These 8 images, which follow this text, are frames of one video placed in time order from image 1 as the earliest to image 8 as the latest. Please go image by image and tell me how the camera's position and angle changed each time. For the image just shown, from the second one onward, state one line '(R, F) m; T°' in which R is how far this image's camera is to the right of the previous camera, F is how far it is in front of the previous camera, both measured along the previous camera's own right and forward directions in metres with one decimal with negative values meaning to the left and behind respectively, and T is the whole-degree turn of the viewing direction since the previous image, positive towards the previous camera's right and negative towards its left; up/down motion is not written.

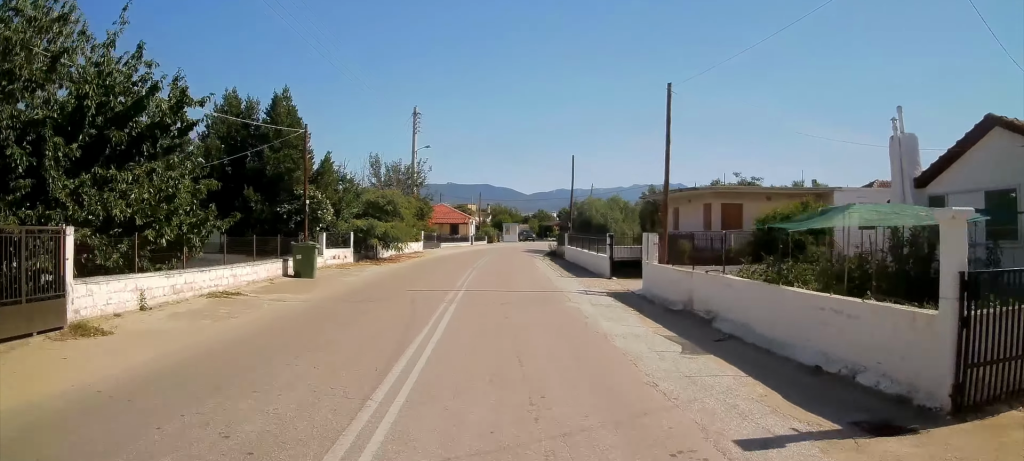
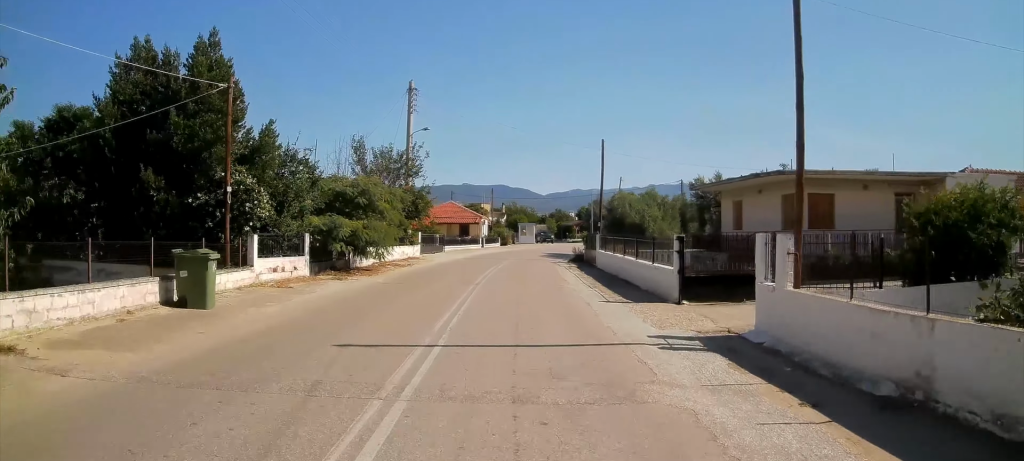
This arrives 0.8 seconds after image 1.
(+0.4, +7.8) m; +2°
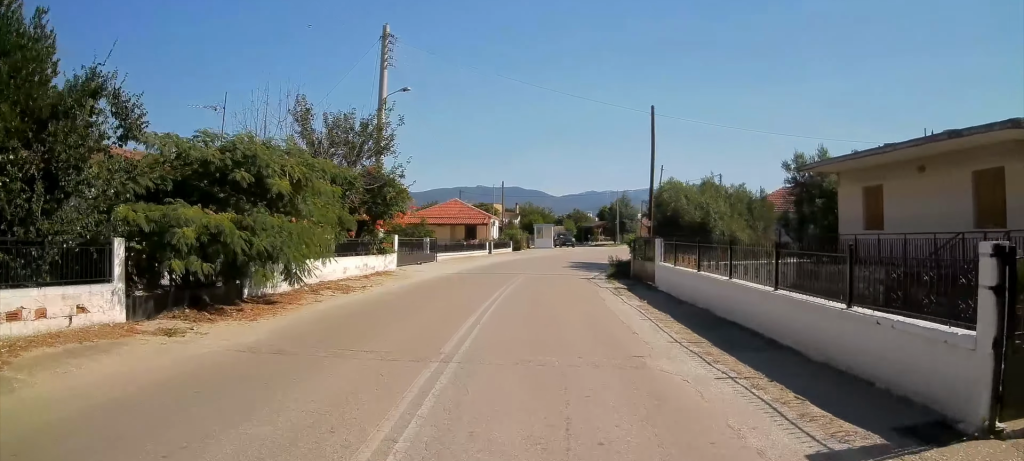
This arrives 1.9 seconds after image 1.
(-0.2, +10.5) m; -3°
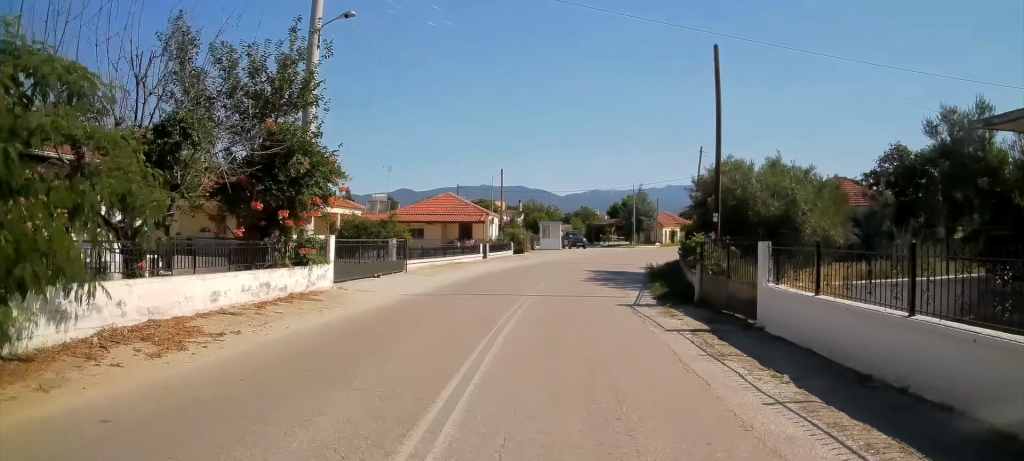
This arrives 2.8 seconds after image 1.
(-0.3, +8.9) m; 0°
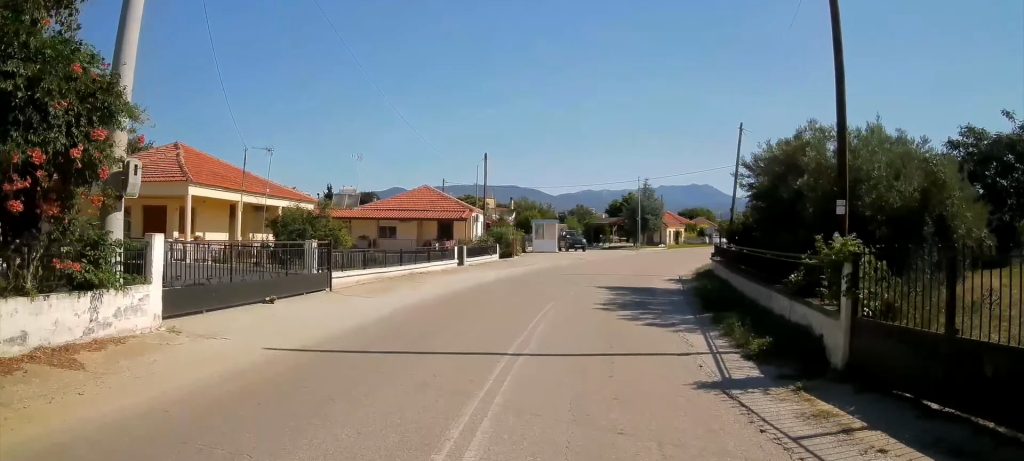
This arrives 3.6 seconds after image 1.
(+0.2, +7.7) m; +1°
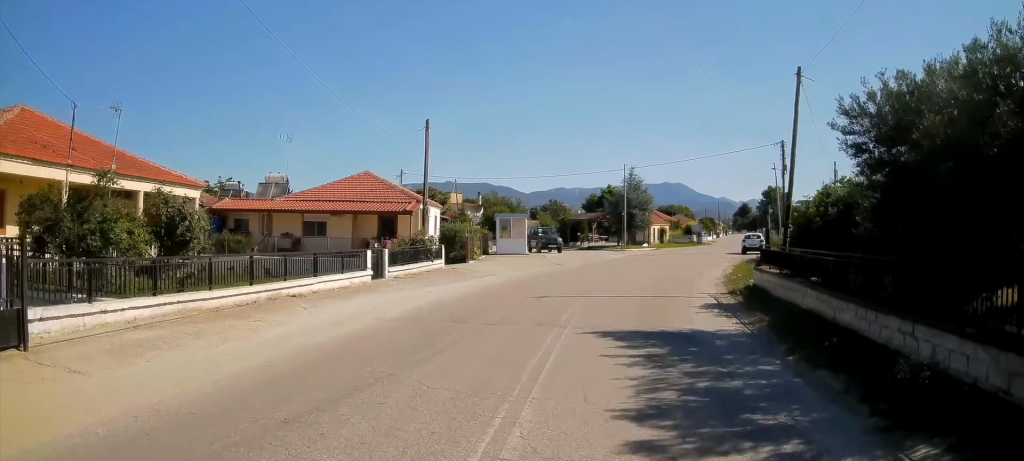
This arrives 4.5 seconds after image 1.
(+0.1, +9.0) m; +1°
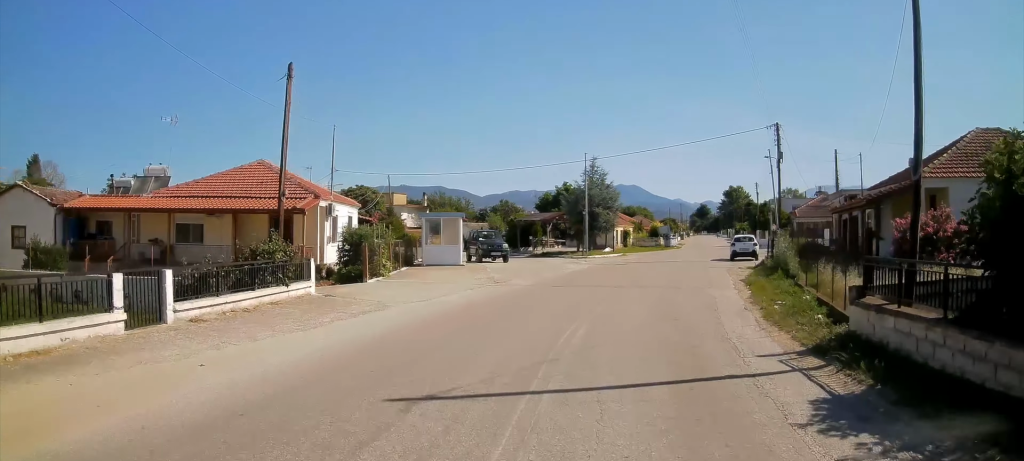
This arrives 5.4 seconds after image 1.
(0.0, +8.6) m; +1°
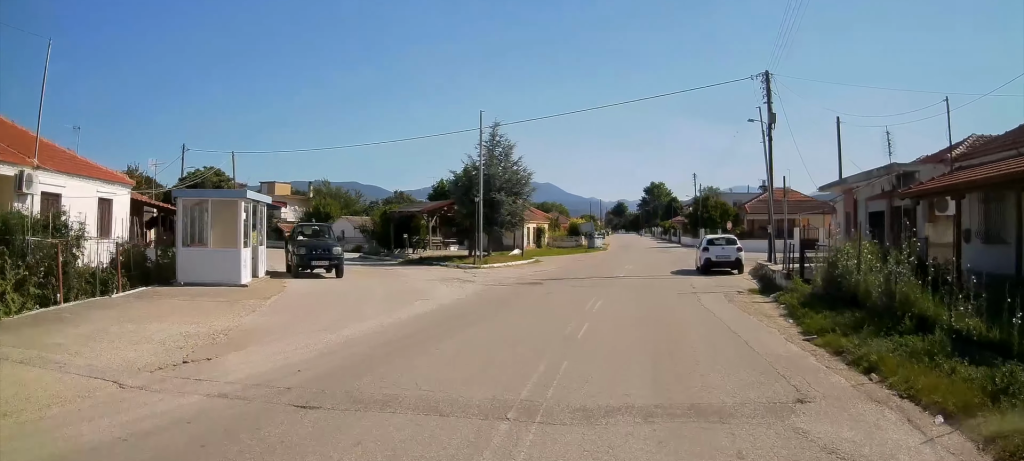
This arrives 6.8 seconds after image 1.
(+0.1, +13.2) m; +6°
